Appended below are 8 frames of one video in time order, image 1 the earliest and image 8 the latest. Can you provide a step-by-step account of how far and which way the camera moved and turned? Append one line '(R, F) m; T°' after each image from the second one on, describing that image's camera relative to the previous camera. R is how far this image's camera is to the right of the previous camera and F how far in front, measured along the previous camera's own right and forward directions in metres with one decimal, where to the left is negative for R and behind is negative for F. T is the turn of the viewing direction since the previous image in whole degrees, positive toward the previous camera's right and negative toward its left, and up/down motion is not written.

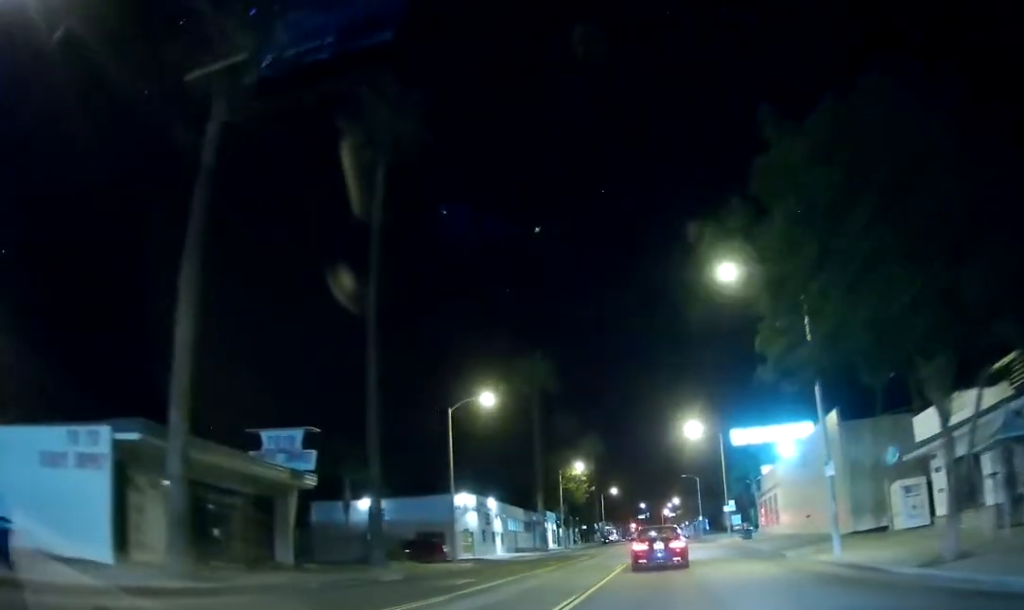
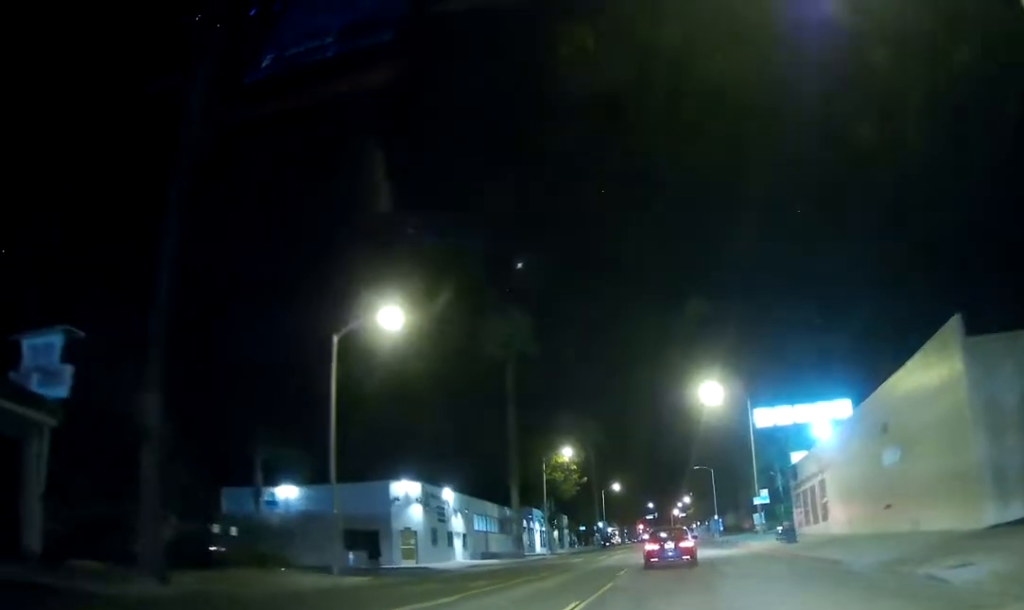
(0.0, +15.5) m; 0°
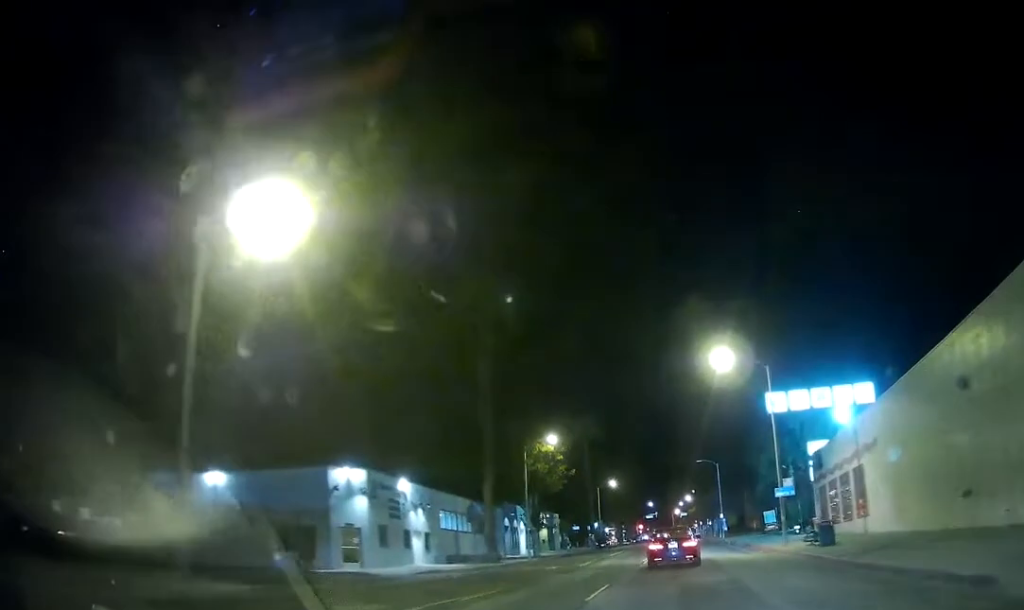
(0.0, +8.9) m; 0°
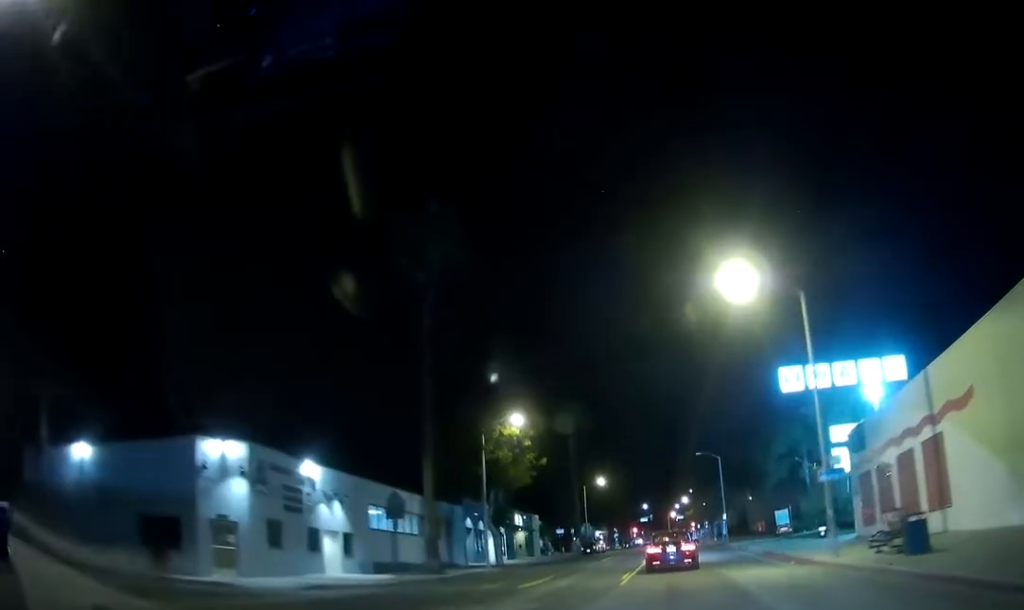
(0.0, +11.5) m; 0°
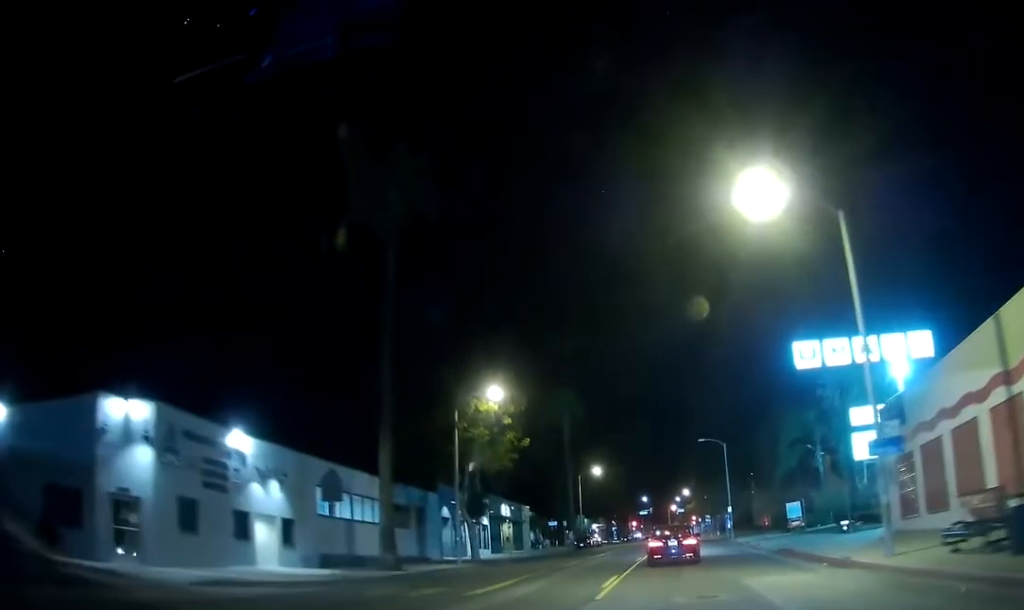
(0.0, +6.0) m; 0°
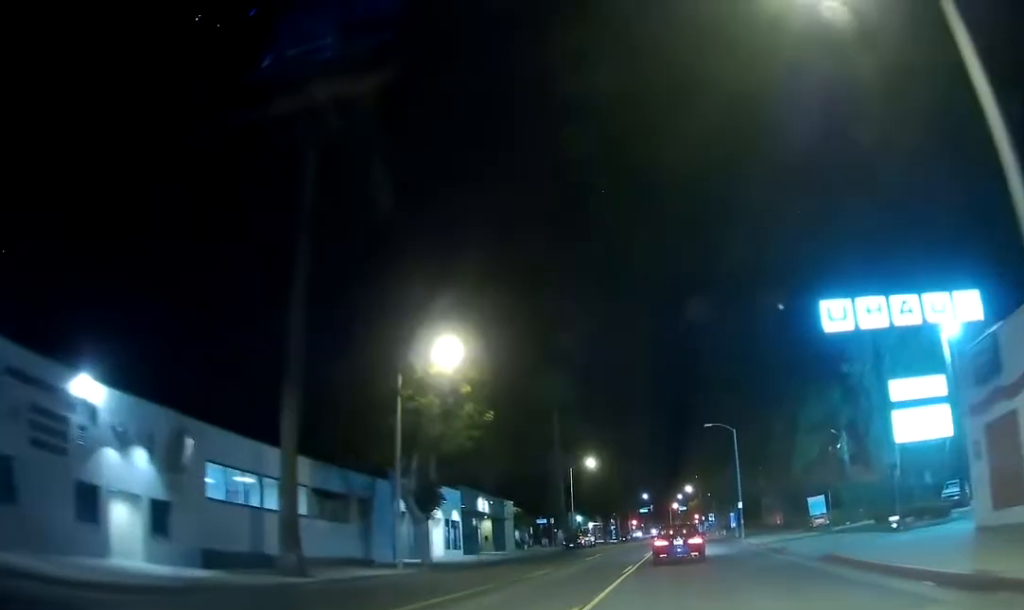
(0.0, +9.4) m; 0°
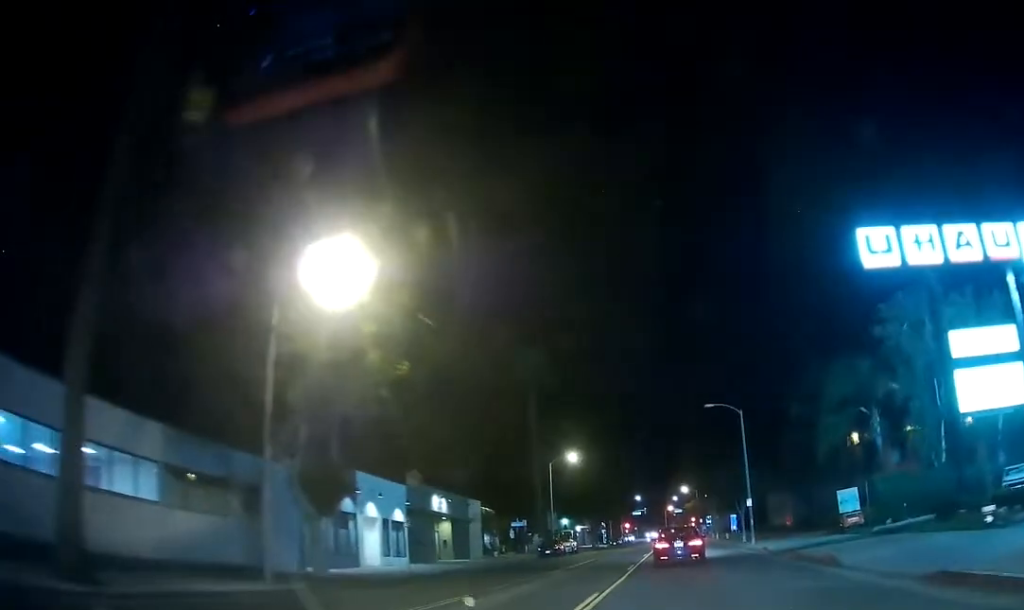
(0.0, +11.1) m; 0°
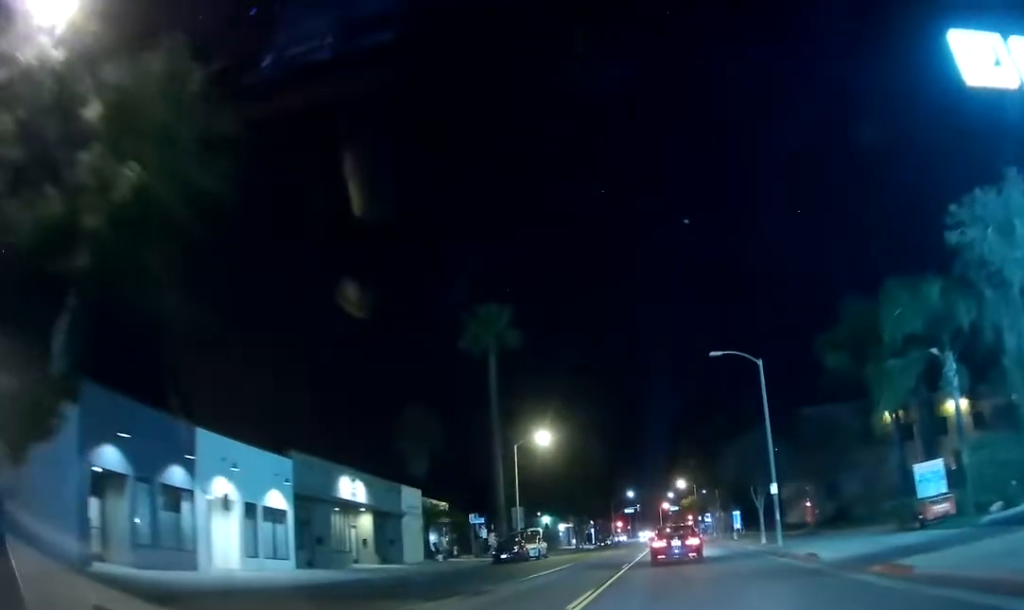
(0.0, +13.9) m; 0°
